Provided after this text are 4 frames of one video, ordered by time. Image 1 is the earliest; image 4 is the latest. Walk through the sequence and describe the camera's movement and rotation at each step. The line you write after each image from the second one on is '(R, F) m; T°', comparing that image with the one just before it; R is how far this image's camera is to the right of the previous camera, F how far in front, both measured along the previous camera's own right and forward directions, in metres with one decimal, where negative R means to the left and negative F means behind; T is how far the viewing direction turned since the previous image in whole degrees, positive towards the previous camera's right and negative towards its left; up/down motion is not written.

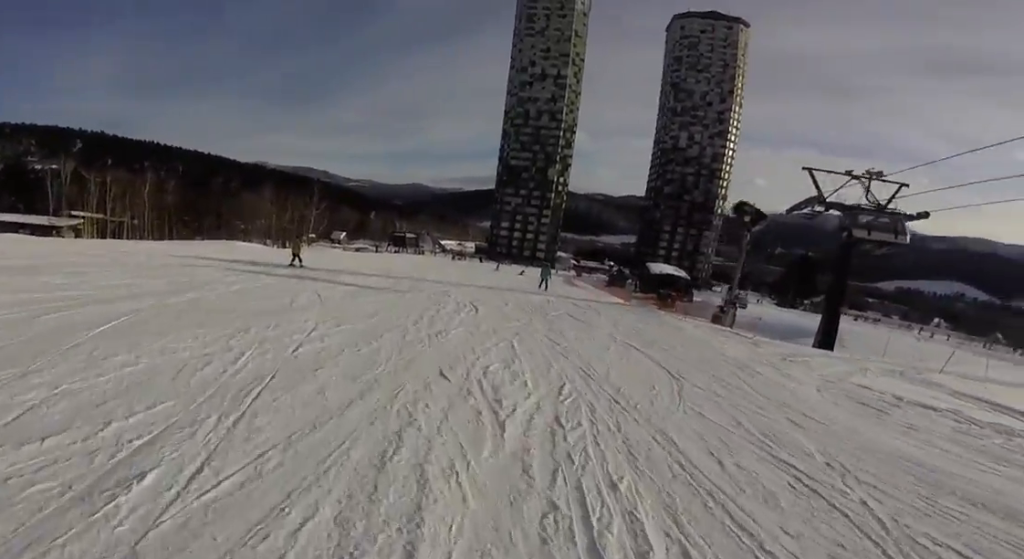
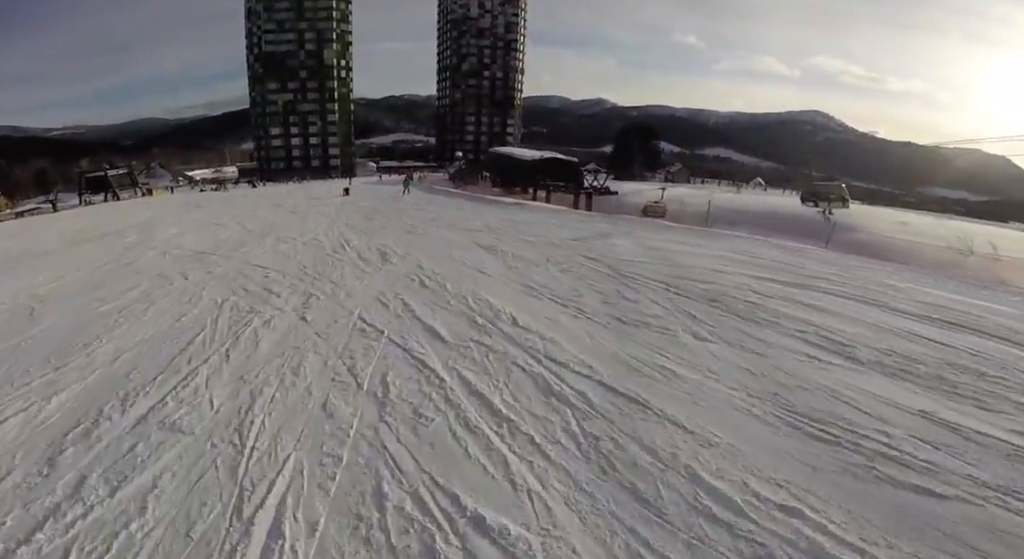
(+4.2, +38.5) m; +8°
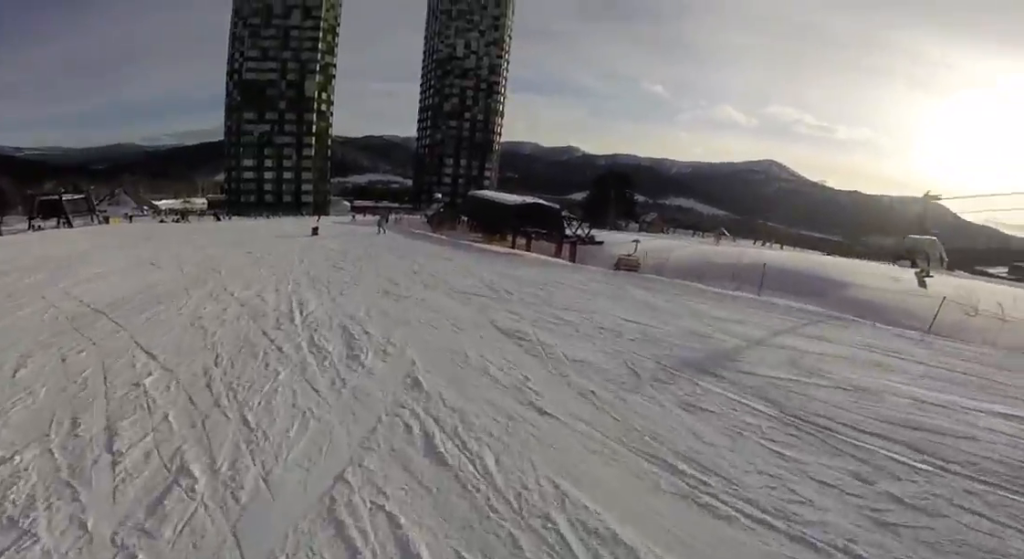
(+0.5, +5.1) m; 0°
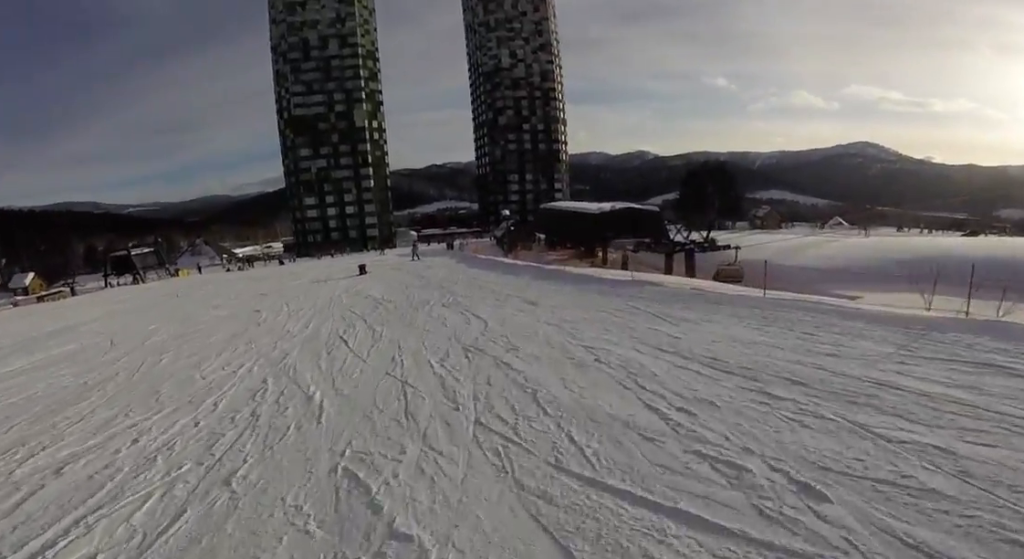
(-0.6, +10.6) m; -5°
